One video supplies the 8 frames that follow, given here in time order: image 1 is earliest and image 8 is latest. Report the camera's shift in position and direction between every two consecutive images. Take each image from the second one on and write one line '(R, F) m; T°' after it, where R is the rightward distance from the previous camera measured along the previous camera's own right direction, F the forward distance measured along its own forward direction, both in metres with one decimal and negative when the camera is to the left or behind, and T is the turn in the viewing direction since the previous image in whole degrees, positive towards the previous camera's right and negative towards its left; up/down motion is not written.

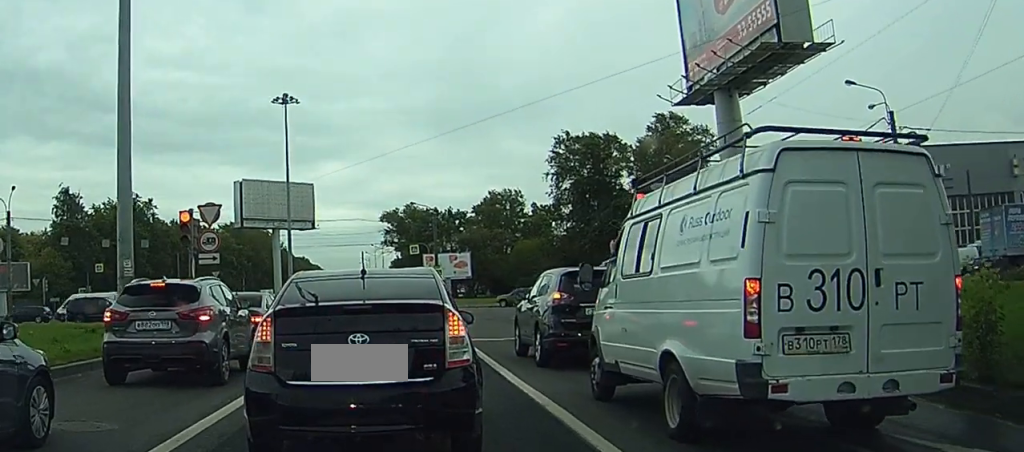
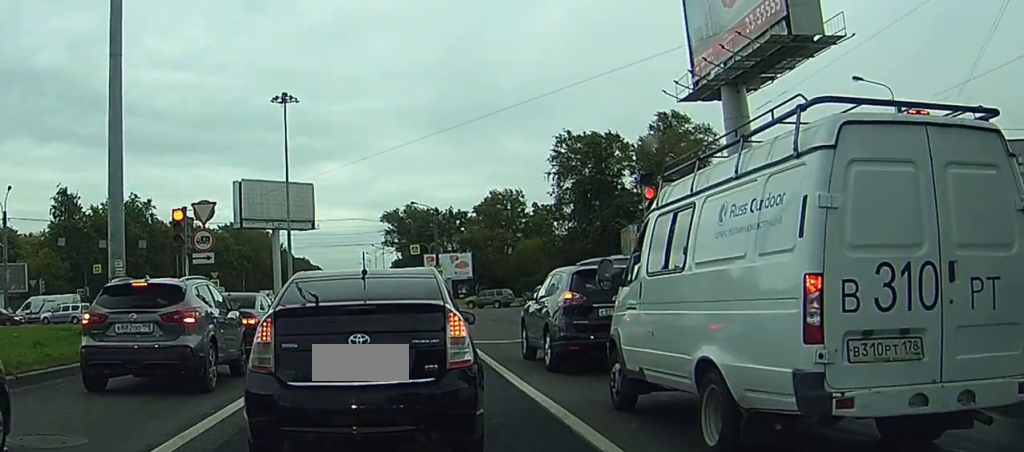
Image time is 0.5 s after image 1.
(0.0, +1.0) m; 0°
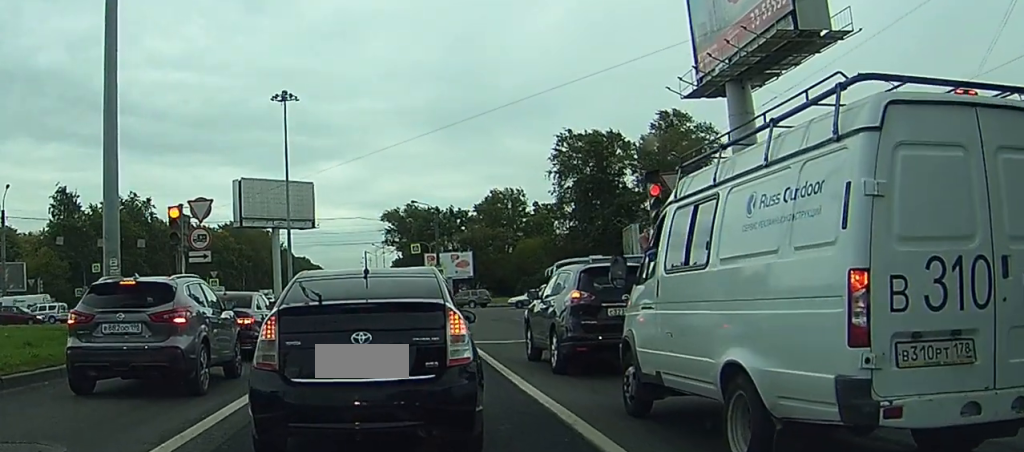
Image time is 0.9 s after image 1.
(0.0, +0.7) m; 0°
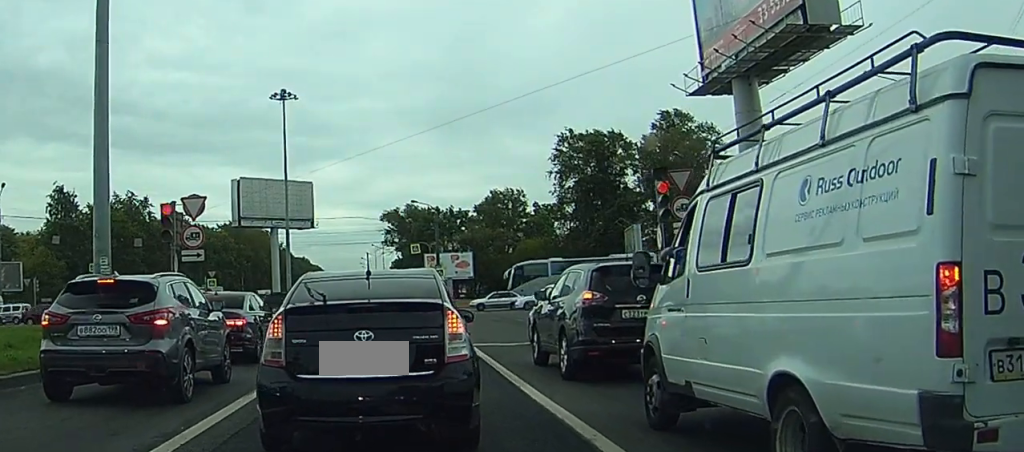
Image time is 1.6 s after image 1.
(0.0, +0.8) m; 0°
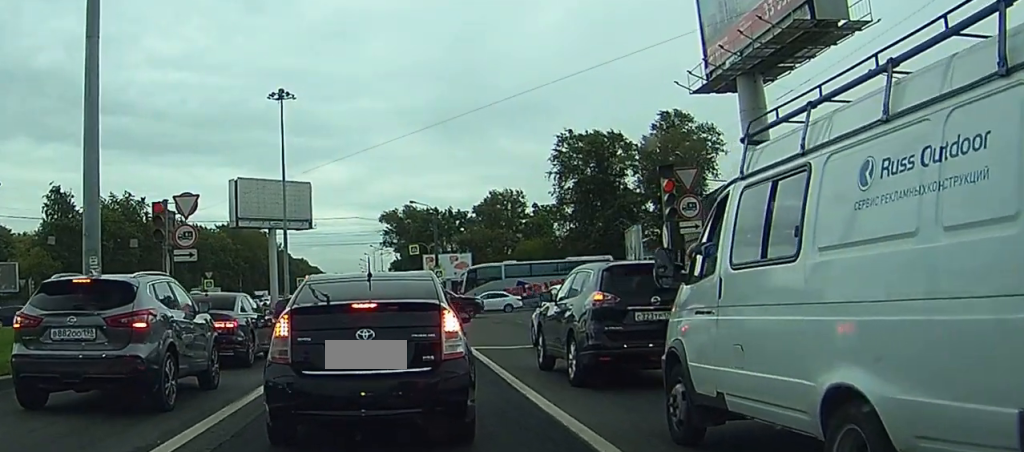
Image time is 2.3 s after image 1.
(+0.1, +0.7) m; 0°
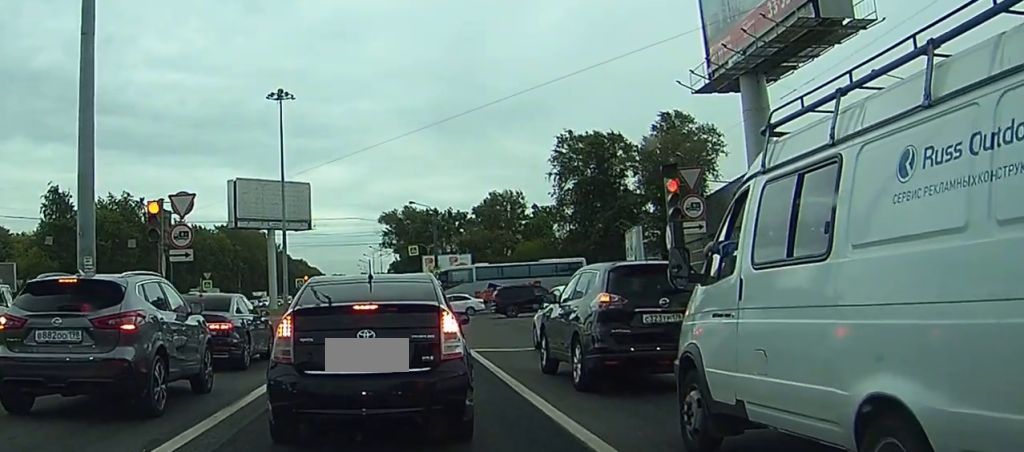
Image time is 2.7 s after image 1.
(+0.1, +0.4) m; 0°
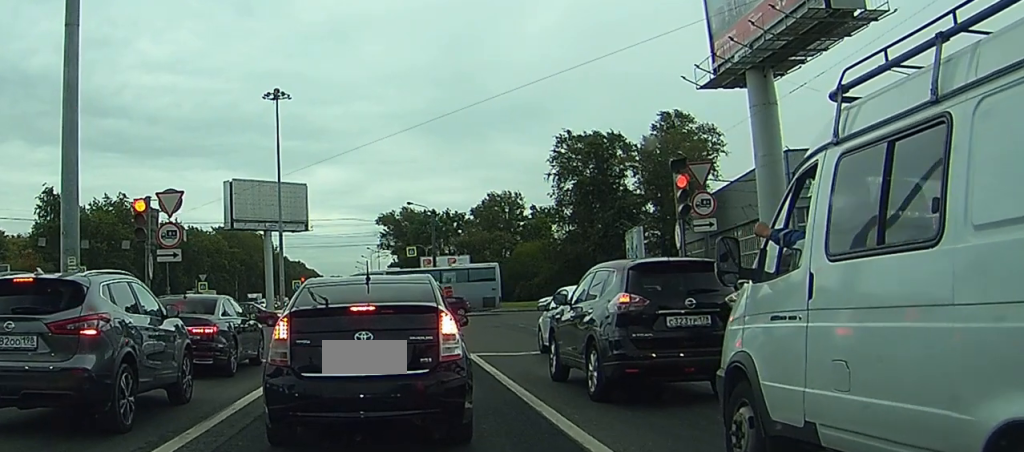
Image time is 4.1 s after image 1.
(-0.1, +0.7) m; 0°
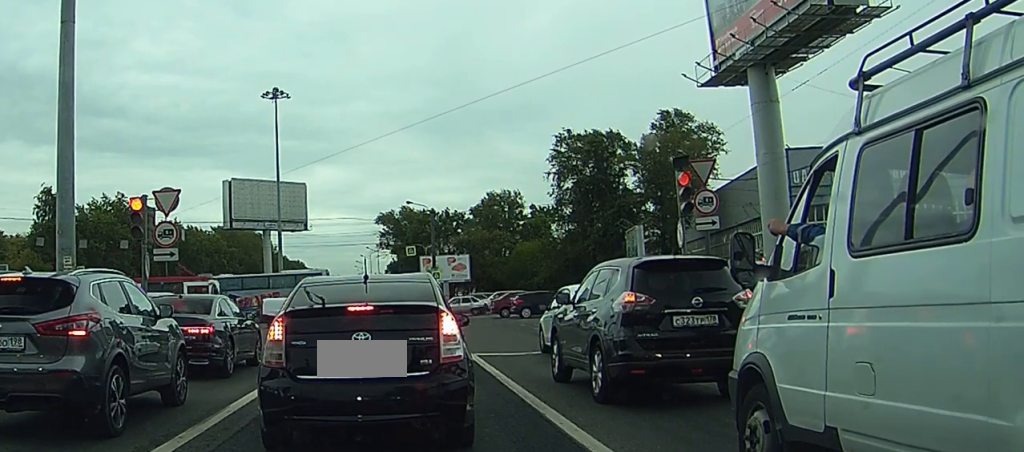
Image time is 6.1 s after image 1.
(-0.4, +0.2) m; 0°
